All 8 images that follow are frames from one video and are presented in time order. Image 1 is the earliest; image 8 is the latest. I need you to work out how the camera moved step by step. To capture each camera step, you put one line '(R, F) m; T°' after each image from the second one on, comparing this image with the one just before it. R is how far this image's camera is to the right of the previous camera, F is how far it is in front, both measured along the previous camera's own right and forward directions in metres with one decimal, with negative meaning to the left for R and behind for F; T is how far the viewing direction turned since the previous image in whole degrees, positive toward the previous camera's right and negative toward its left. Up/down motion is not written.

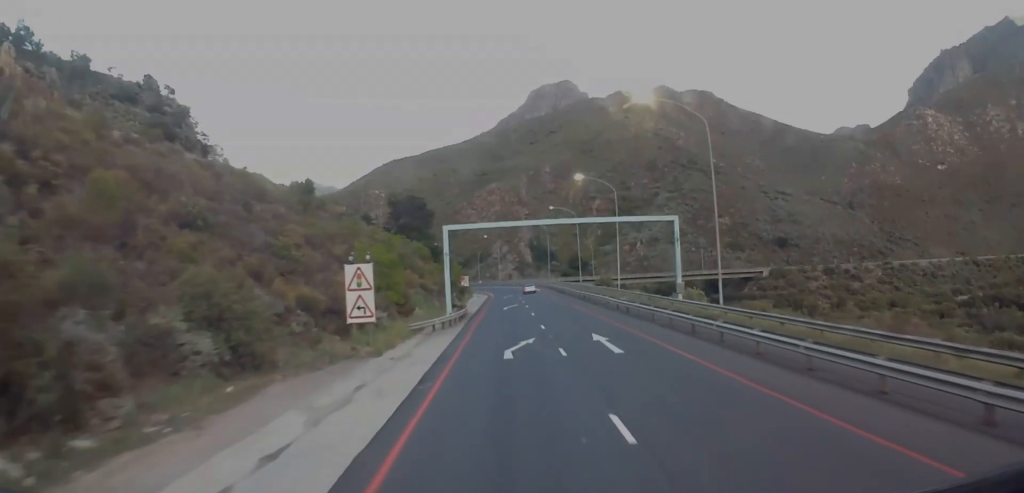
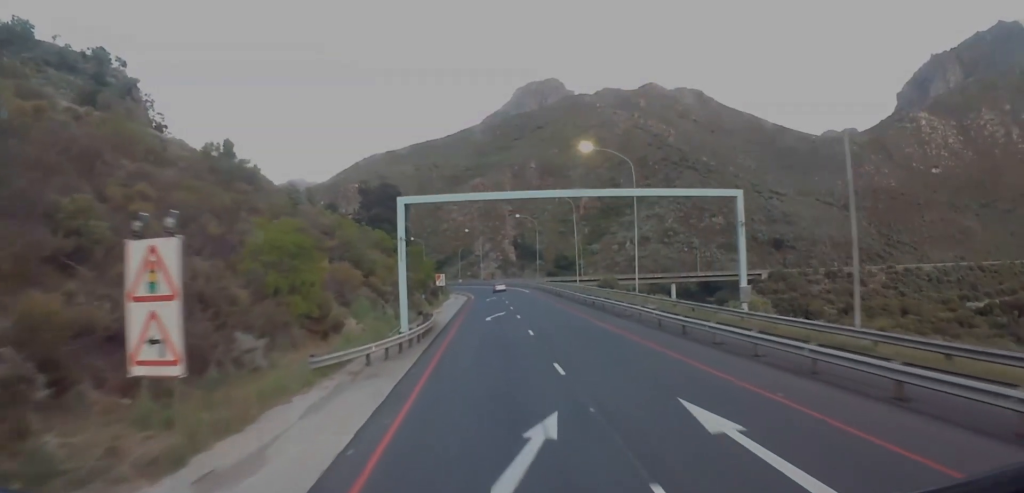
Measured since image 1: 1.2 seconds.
(0.0, +16.9) m; 0°
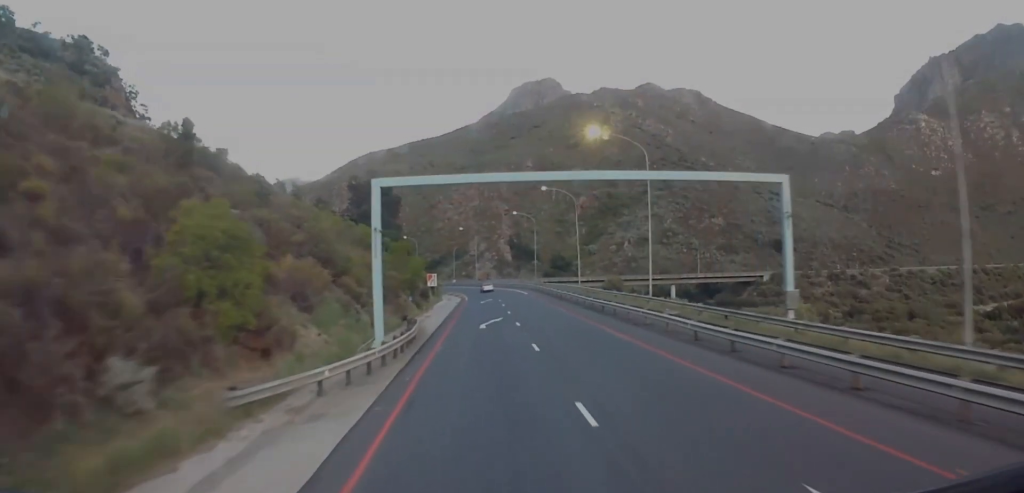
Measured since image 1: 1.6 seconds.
(0.0, +6.7) m; 0°
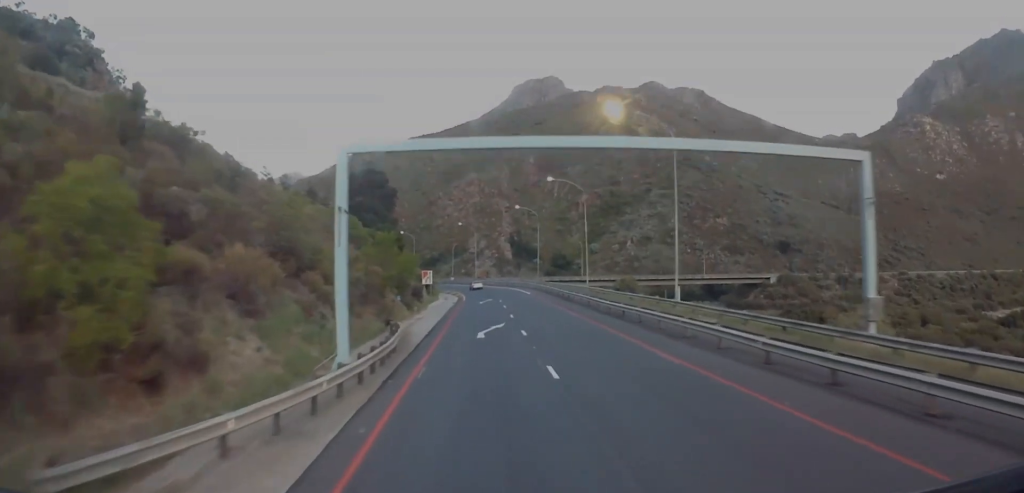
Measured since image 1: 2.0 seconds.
(0.0, +6.7) m; 0°
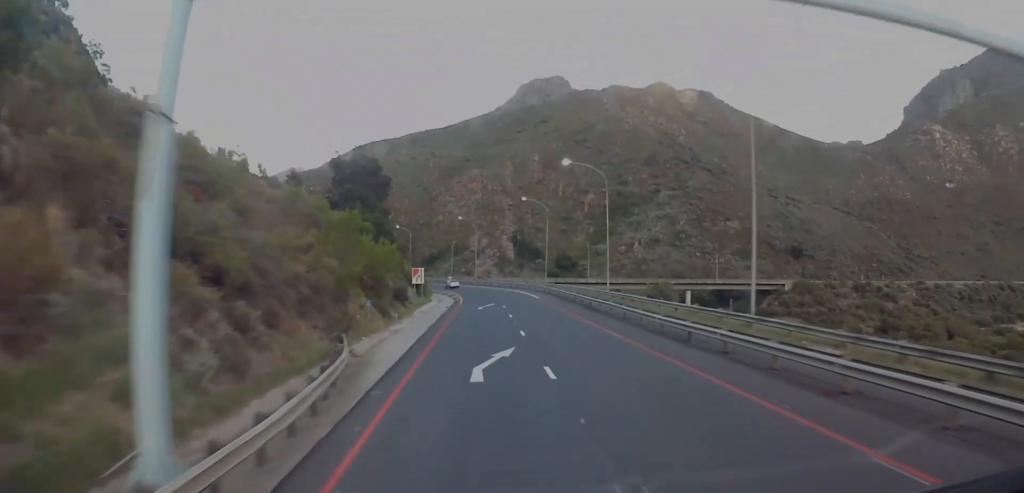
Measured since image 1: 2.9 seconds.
(0.0, +12.6) m; 0°
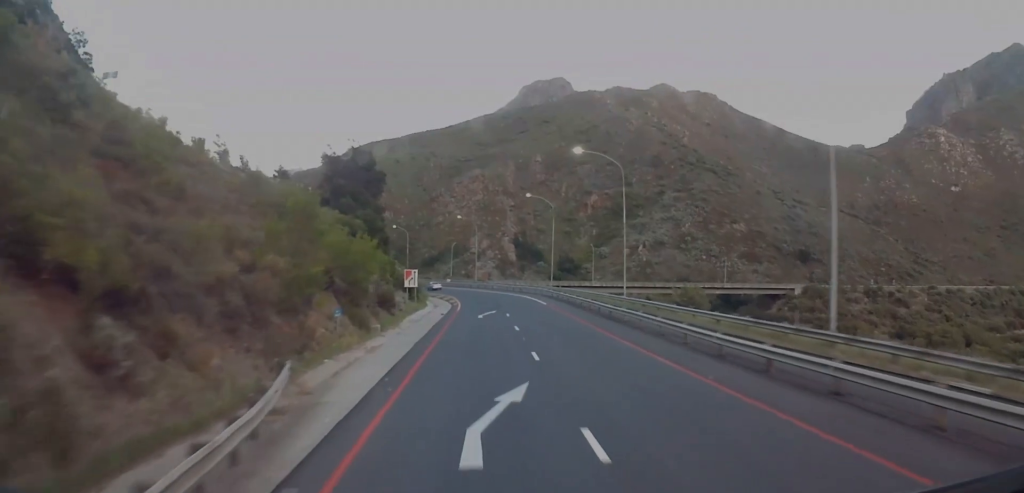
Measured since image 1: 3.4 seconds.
(0.0, +7.5) m; 0°
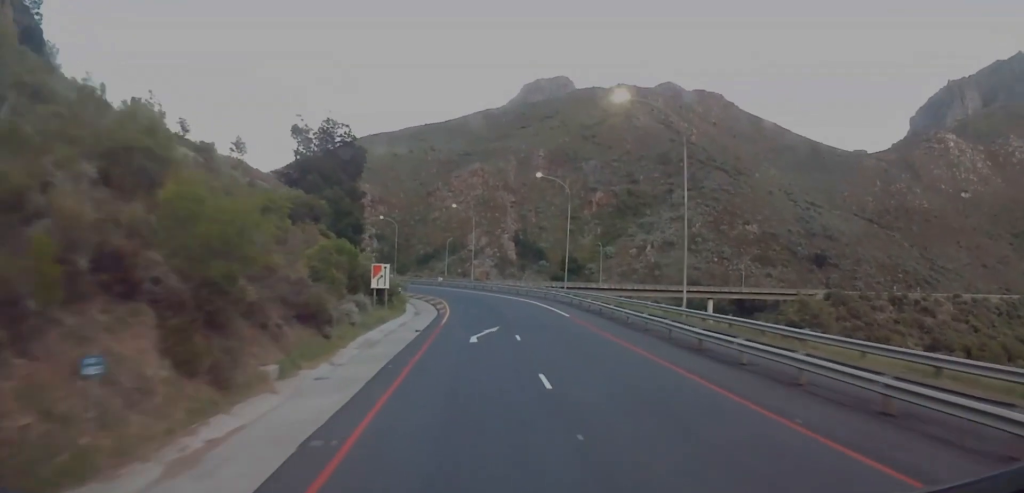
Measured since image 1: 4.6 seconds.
(-0.2, +17.7) m; -2°
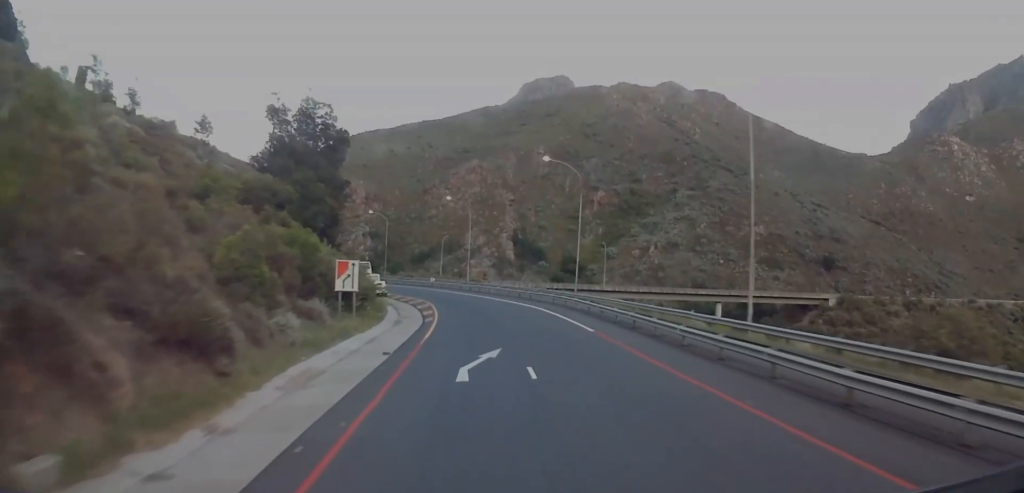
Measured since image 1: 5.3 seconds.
(-0.2, +9.8) m; -2°
